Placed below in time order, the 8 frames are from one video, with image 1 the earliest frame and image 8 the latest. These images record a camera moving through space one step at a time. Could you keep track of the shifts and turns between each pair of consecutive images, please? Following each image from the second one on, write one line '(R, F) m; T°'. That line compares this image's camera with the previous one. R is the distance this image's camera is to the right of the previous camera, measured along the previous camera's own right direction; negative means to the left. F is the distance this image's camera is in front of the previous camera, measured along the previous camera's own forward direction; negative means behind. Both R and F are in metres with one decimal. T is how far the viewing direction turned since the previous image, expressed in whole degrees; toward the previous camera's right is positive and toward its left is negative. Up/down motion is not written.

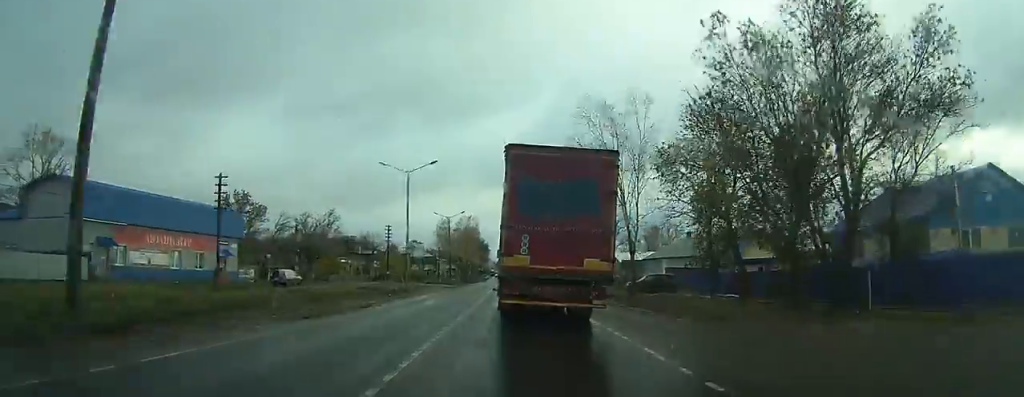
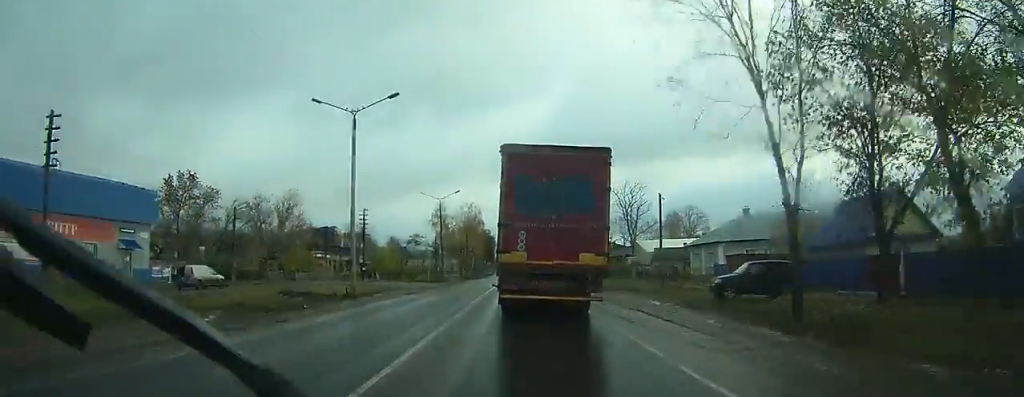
(-0.2, +18.6) m; -1°
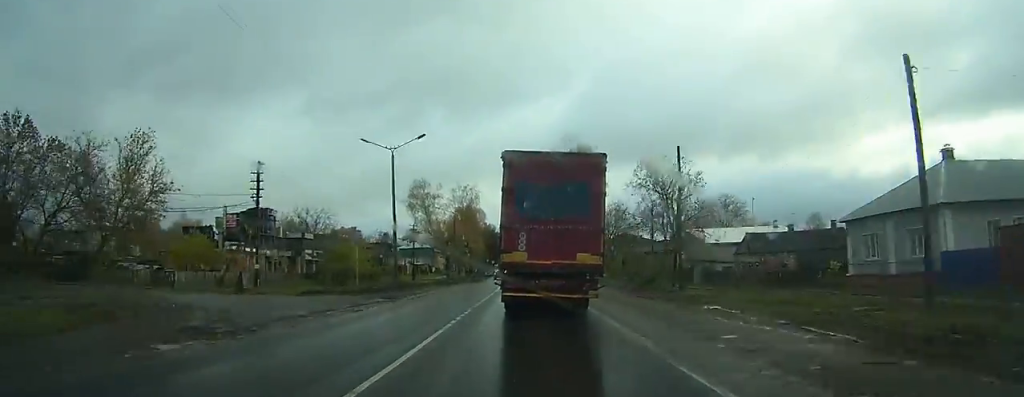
(-0.4, +31.1) m; -1°
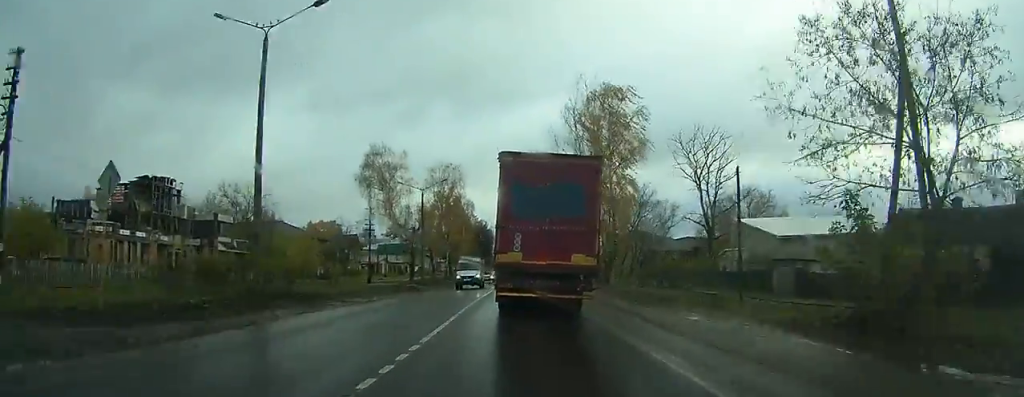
(-0.1, +22.0) m; 0°
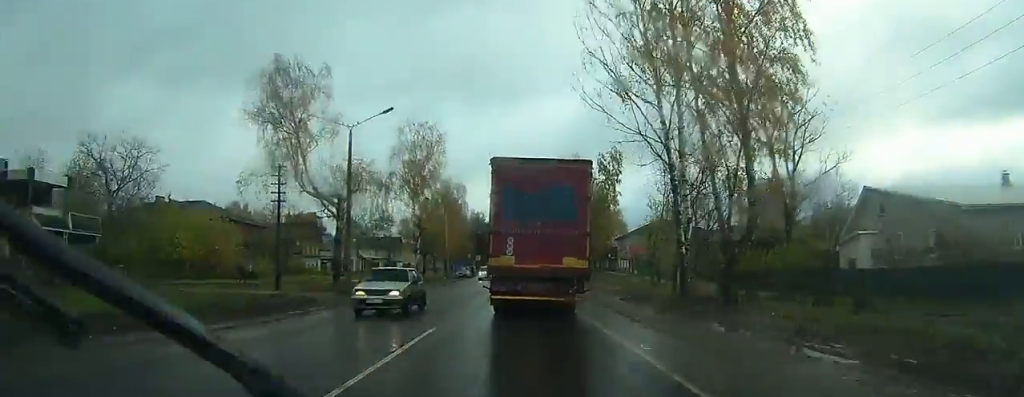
(-0.1, +24.4) m; 0°
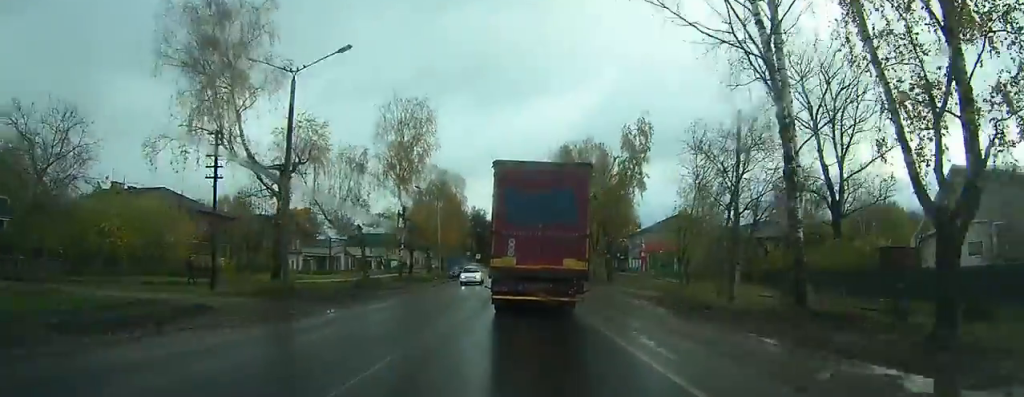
(0.0, +9.2) m; 0°
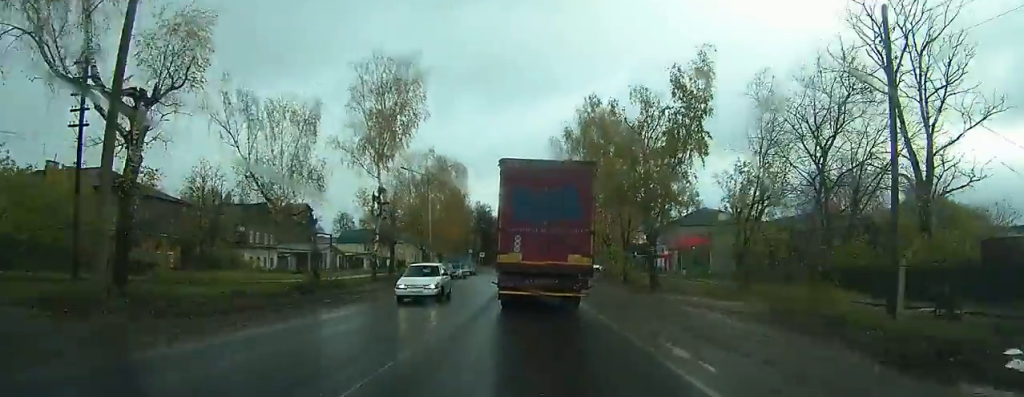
(0.0, +11.4) m; 0°
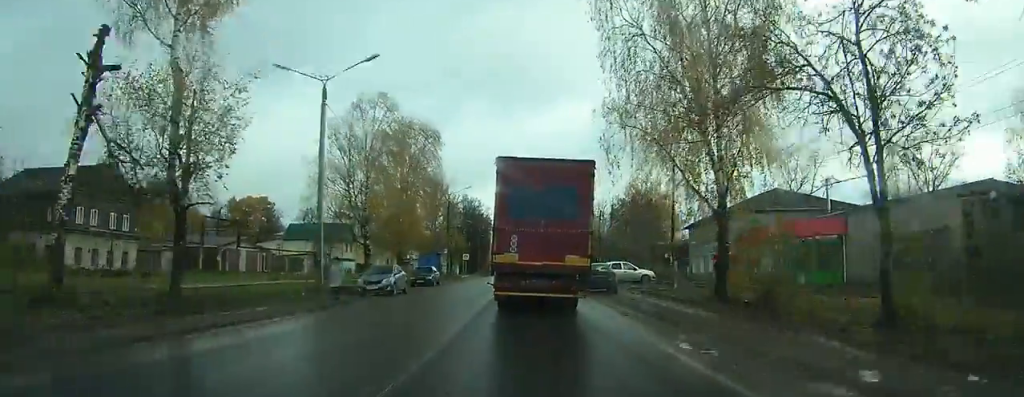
(-0.2, +26.8) m; 0°
